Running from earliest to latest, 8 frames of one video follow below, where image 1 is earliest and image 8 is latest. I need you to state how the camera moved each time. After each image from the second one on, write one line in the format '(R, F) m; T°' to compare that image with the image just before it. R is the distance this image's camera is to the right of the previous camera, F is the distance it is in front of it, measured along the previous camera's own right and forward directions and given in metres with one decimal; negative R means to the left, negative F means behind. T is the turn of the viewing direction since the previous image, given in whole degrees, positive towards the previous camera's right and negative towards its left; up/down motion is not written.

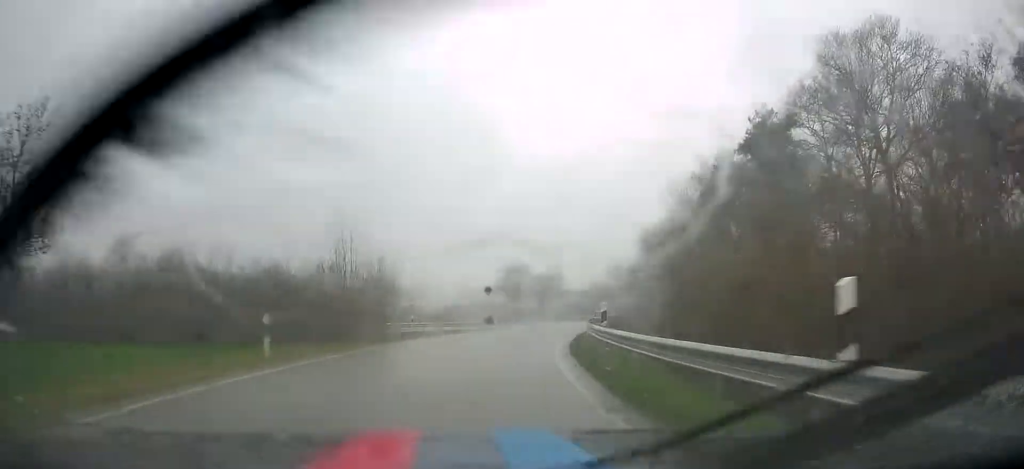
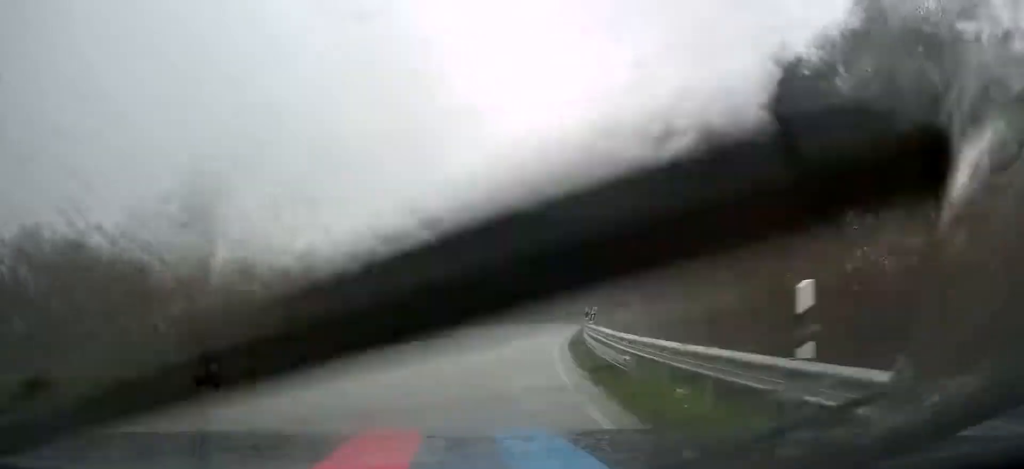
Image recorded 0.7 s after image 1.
(+0.9, +9.9) m; +8°
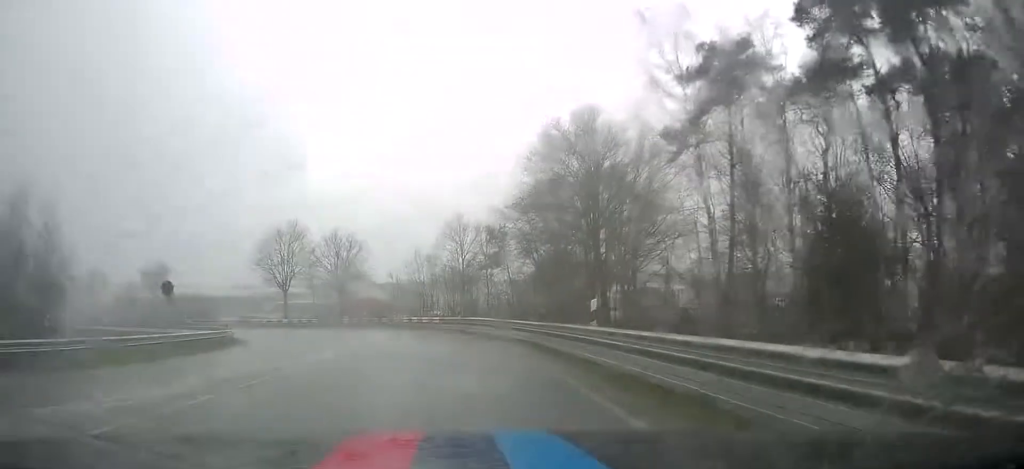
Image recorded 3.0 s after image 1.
(+5.4, +35.1) m; +16°
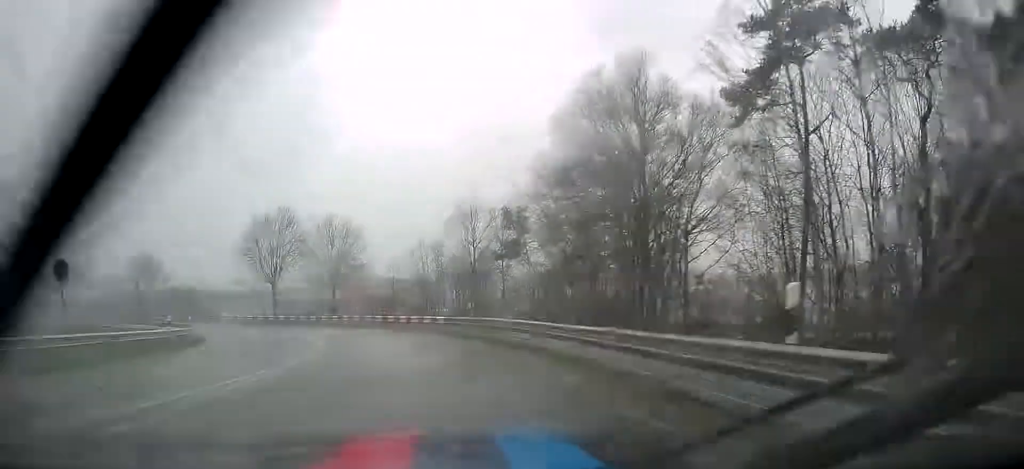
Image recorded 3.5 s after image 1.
(+0.6, +8.1) m; +2°
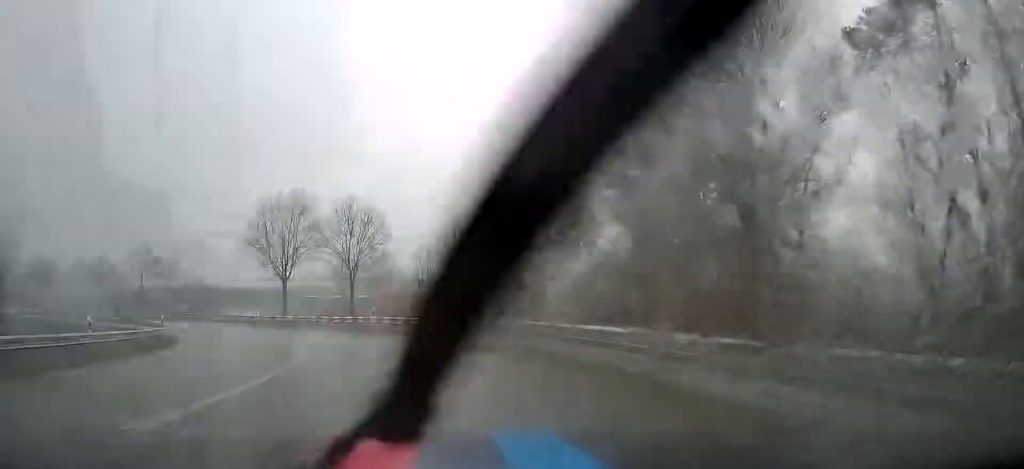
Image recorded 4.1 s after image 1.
(+0.3, +9.4) m; +2°
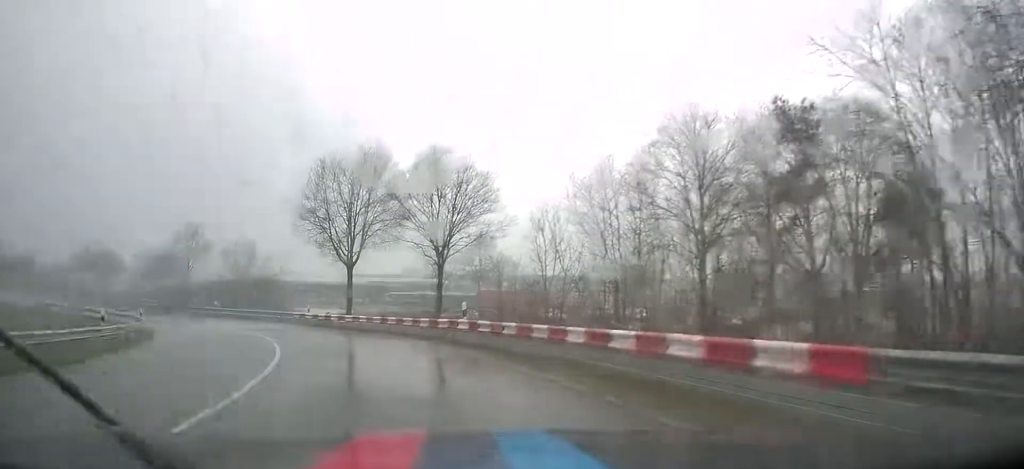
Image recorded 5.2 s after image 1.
(0.0, +16.5) m; -2°
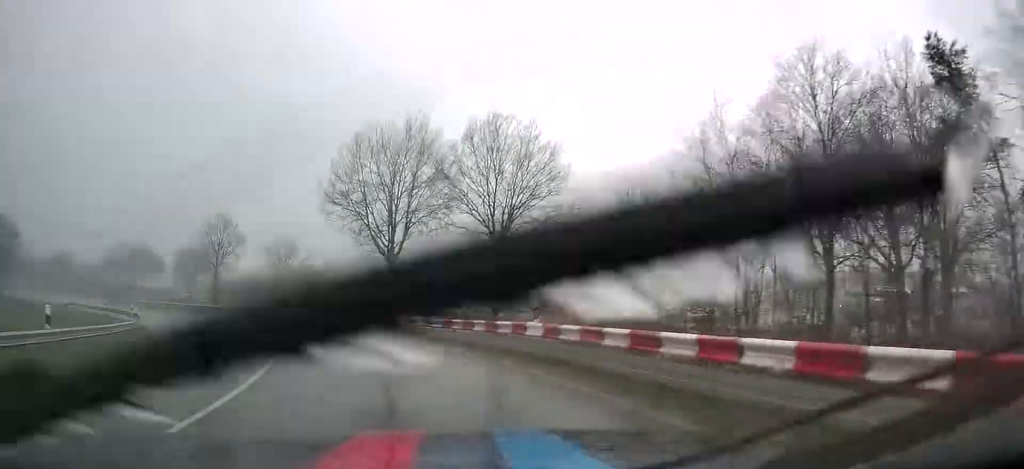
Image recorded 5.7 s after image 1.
(+0.1, +6.2) m; -3°
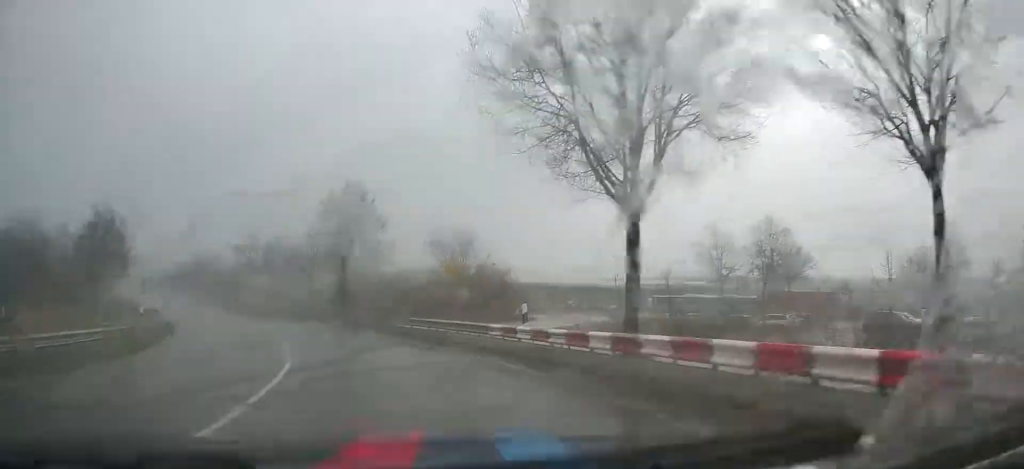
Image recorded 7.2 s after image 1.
(-2.1, +18.2) m; -14°
